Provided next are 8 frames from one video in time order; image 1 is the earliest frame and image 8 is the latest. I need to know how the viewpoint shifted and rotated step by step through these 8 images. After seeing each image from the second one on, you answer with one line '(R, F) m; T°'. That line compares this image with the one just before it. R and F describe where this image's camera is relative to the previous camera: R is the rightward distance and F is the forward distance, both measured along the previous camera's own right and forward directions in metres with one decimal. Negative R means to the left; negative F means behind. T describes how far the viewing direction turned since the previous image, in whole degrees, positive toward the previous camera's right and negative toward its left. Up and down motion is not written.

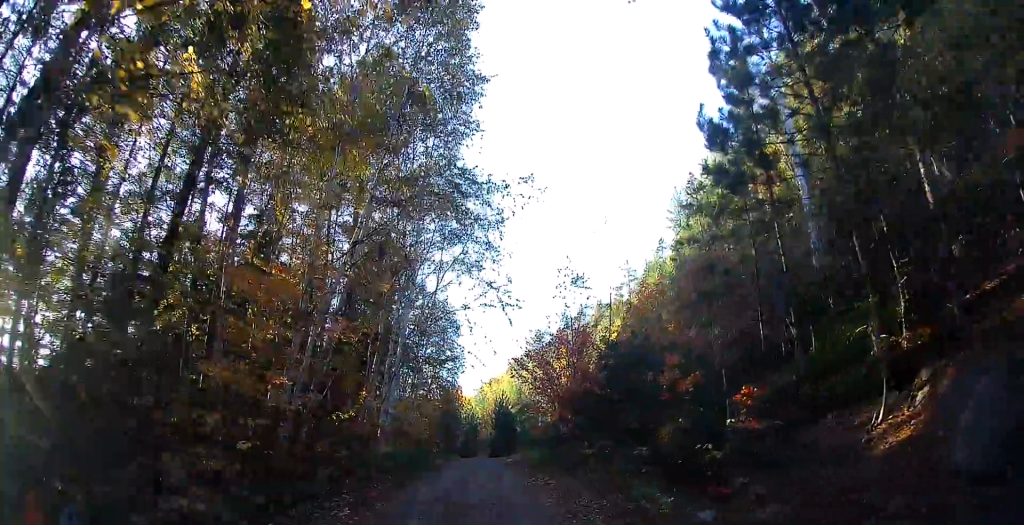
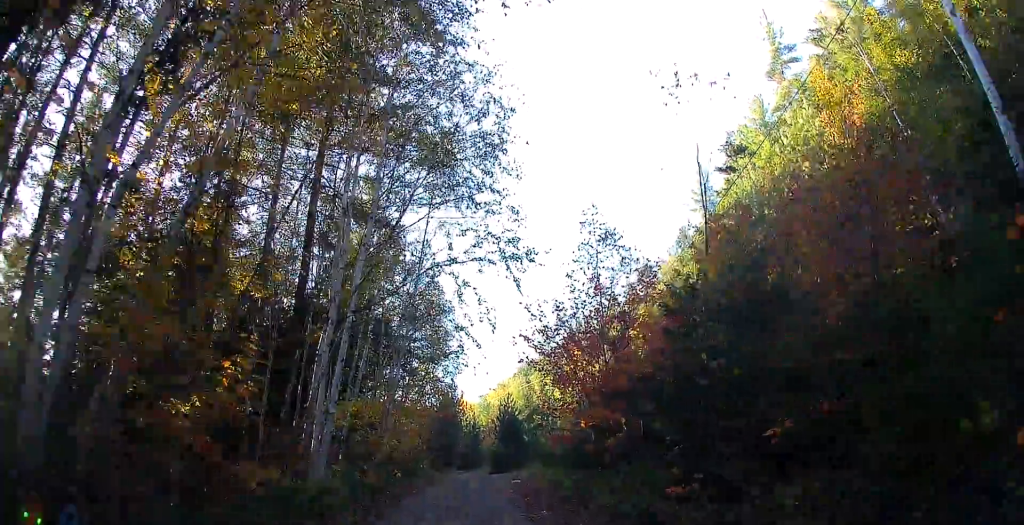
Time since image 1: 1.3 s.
(-0.1, +8.4) m; -2°
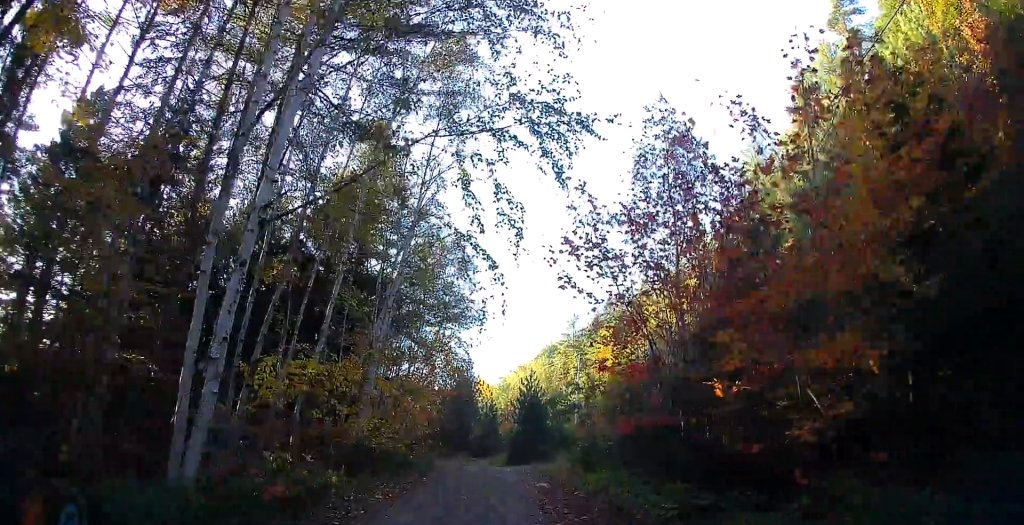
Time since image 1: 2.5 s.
(-0.1, +7.6) m; -1°
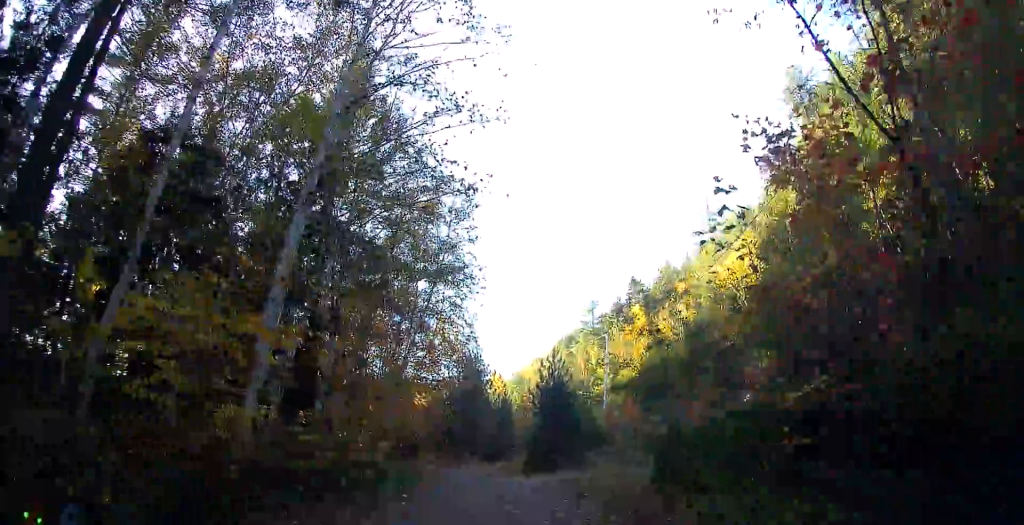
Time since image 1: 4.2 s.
(-0.4, +10.4) m; -5°
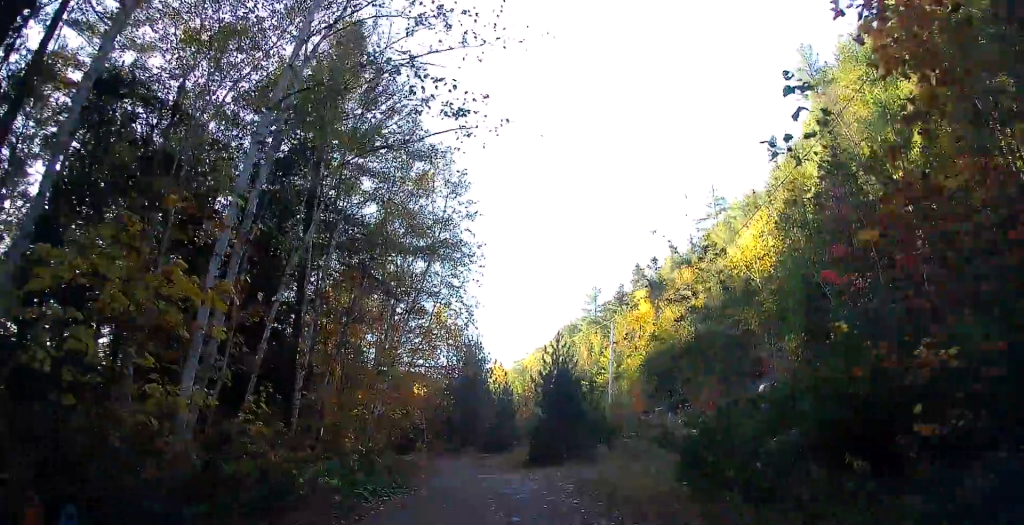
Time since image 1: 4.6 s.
(0.0, +2.4) m; -2°
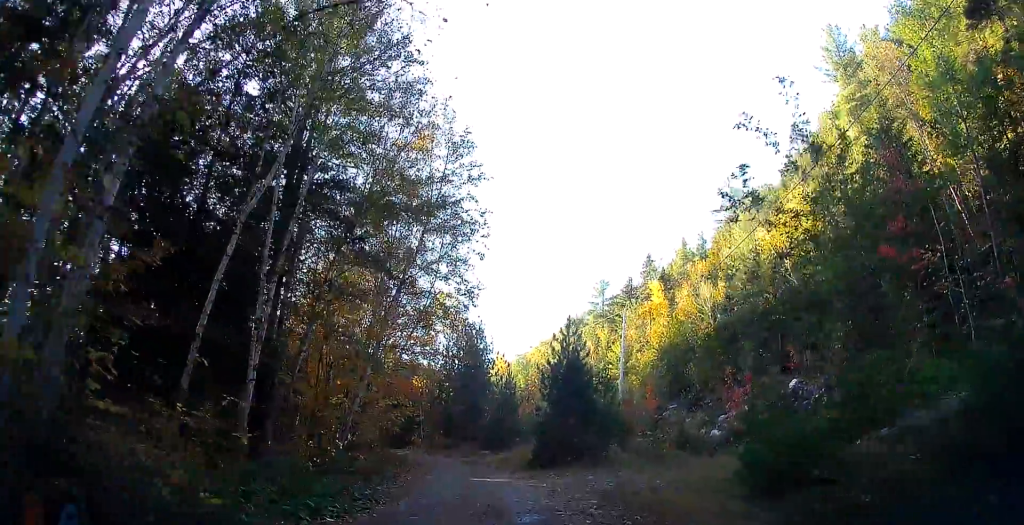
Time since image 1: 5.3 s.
(-0.1, +3.8) m; 0°
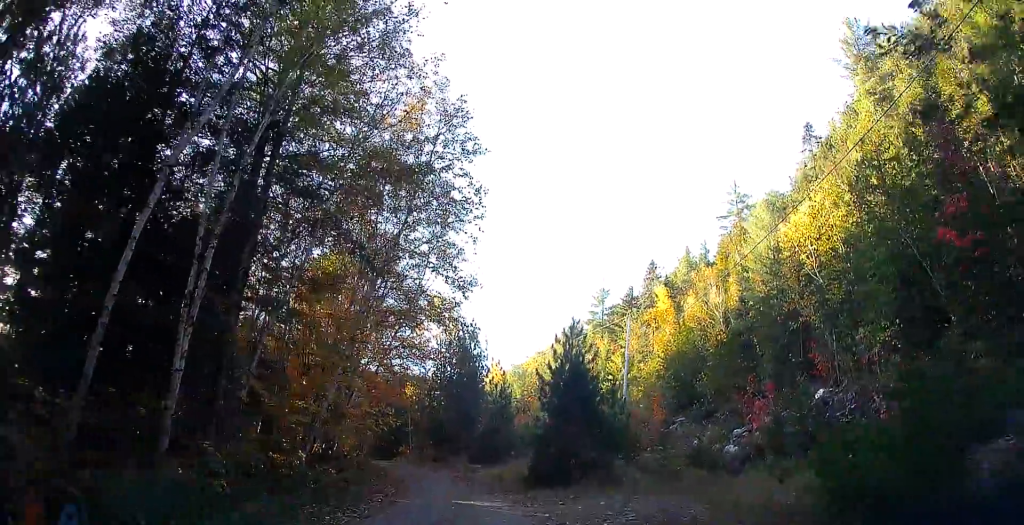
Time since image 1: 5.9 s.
(0.0, +3.5) m; 0°
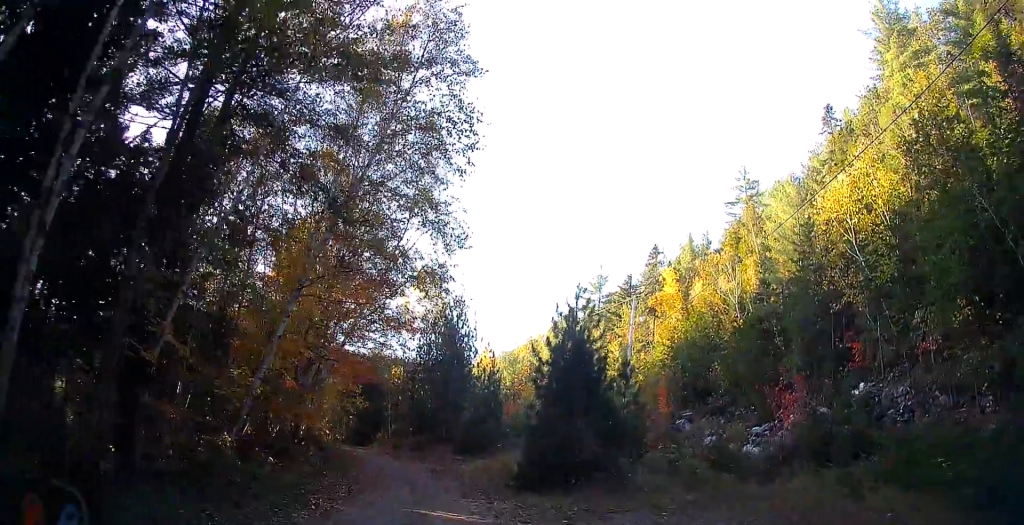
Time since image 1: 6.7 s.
(+0.1, +4.6) m; 0°
